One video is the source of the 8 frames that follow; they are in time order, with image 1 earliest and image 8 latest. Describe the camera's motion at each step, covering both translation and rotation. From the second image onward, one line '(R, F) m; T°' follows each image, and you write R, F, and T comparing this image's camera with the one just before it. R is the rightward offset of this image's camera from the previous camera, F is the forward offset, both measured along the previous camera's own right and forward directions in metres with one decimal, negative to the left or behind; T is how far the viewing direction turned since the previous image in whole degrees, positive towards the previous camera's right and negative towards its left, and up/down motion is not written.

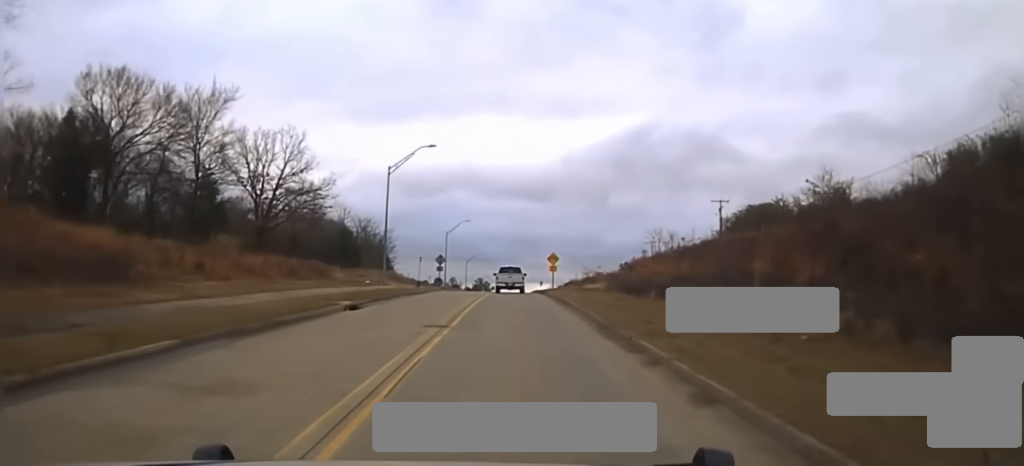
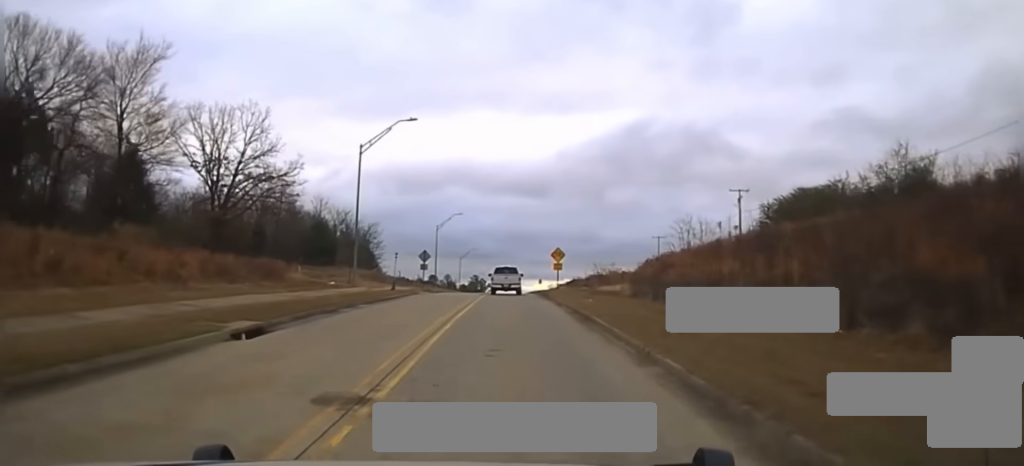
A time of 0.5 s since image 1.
(0.0, +11.7) m; 0°
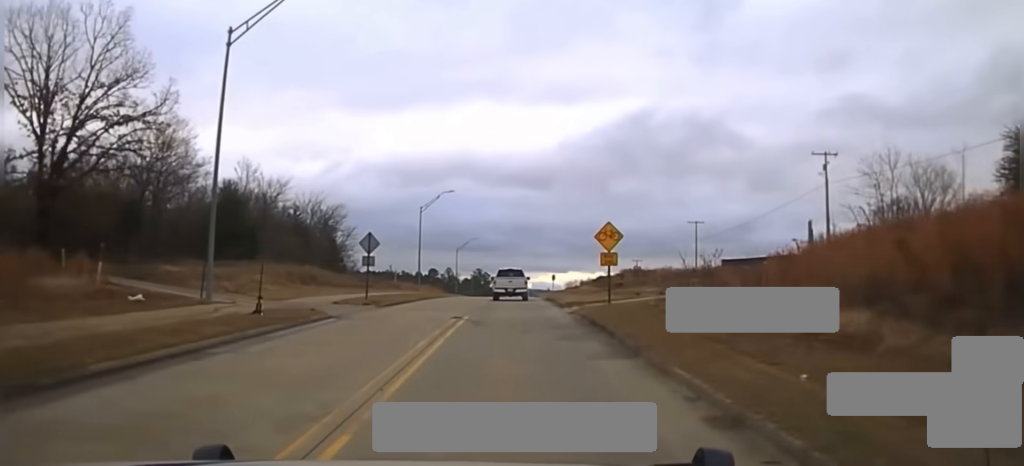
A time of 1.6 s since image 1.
(-0.1, +29.9) m; 0°
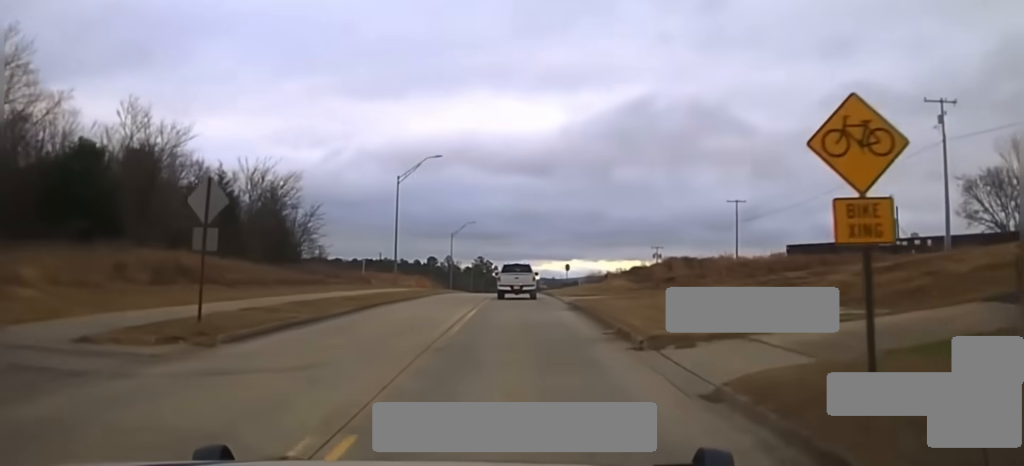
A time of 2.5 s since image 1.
(+0.2, +24.3) m; +1°
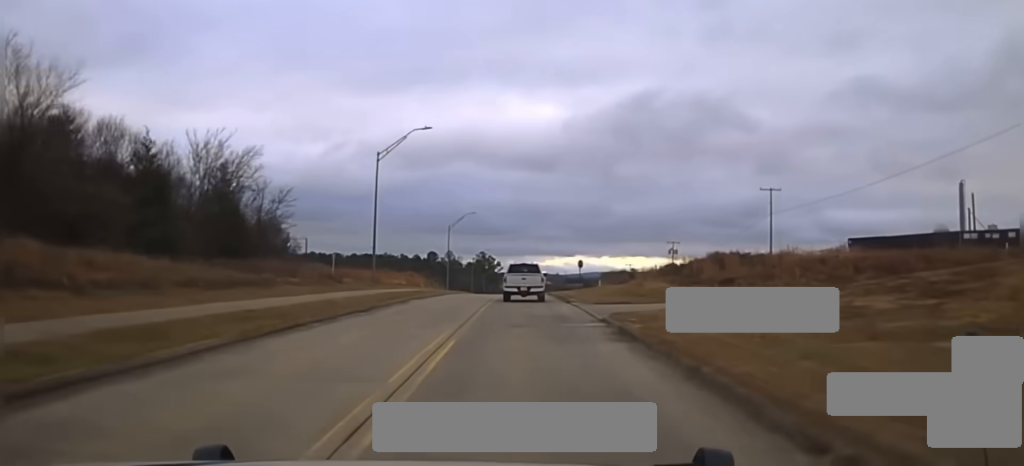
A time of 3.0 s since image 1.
(+0.1, +15.3) m; 0°
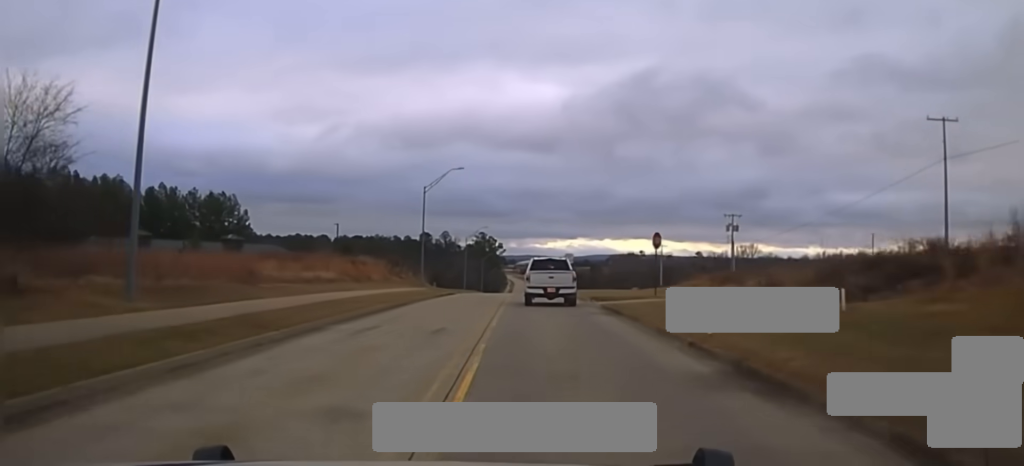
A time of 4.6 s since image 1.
(0.0, +39.9) m; 0°
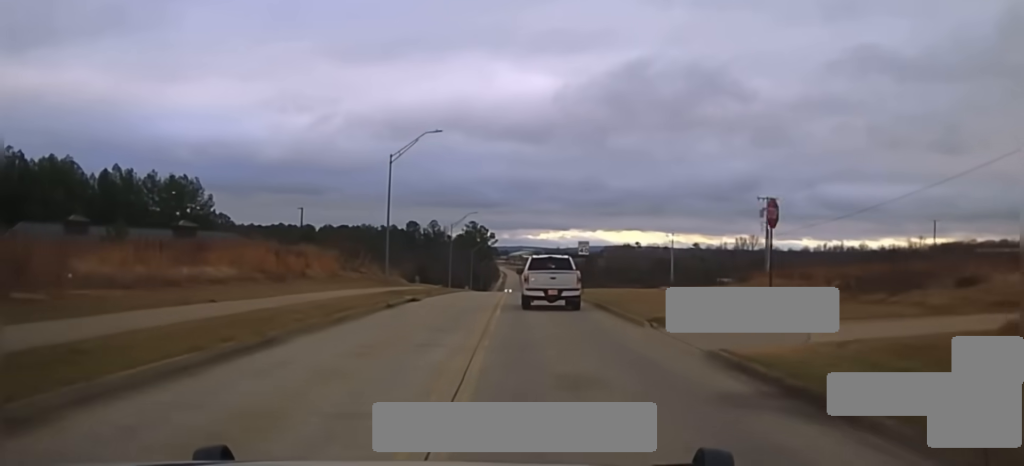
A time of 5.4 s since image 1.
(0.0, +16.5) m; 0°
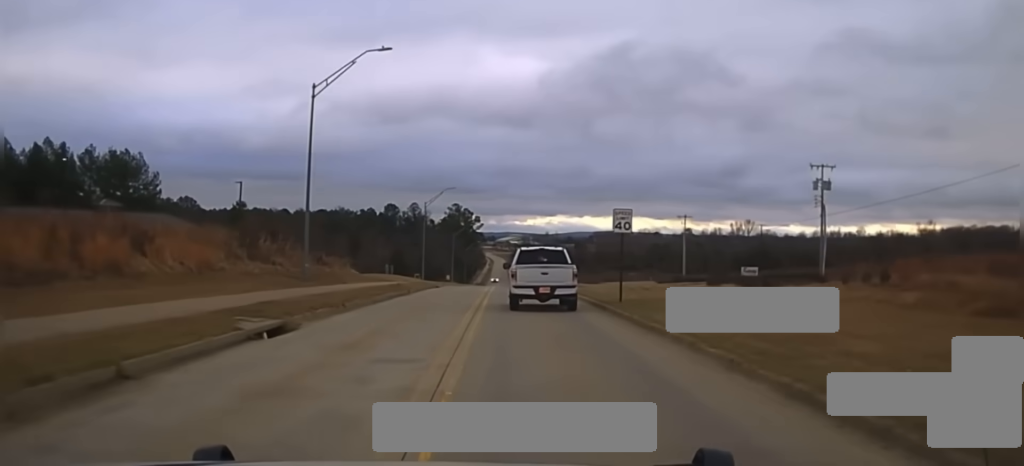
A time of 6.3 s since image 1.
(+0.1, +18.8) m; +1°
